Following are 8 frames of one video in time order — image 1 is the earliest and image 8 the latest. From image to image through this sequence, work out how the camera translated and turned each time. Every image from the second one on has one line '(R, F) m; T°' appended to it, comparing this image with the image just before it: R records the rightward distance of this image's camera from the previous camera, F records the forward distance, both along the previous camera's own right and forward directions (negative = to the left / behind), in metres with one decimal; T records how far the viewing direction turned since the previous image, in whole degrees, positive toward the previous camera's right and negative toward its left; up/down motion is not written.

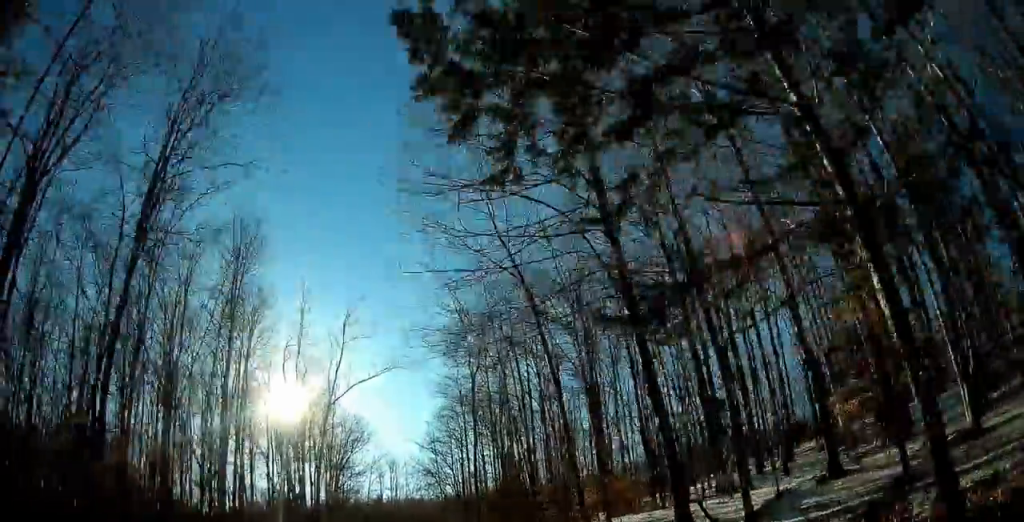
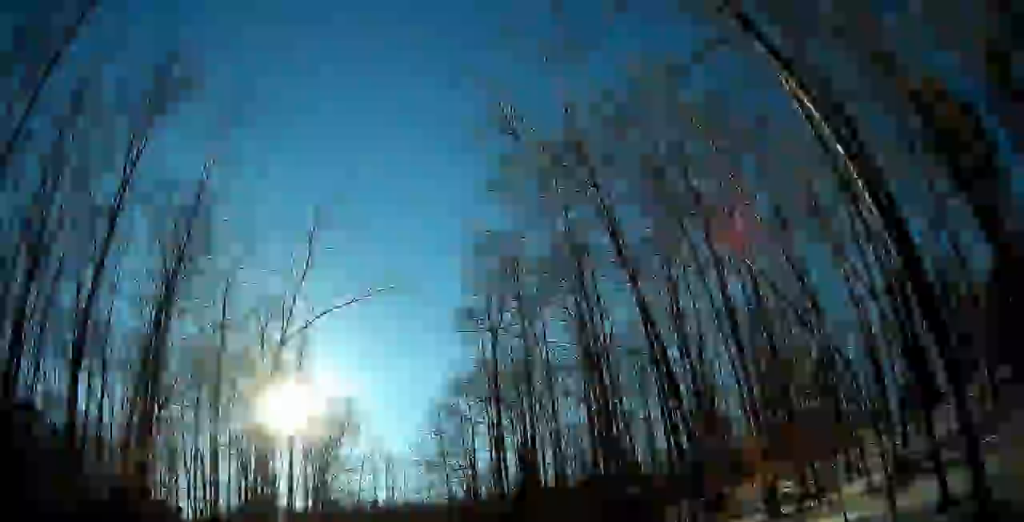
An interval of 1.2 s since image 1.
(-0.5, +13.1) m; -2°
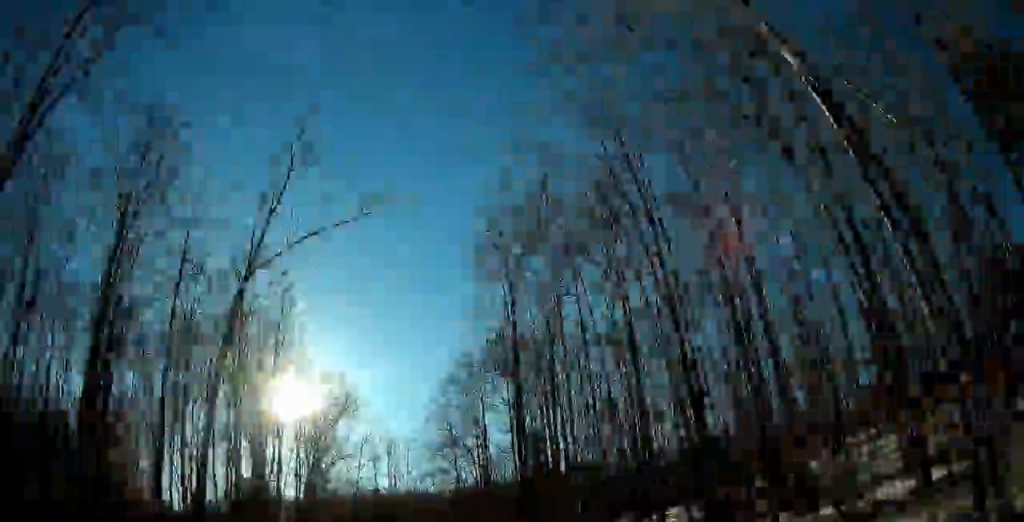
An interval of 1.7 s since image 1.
(0.0, +5.6) m; 0°
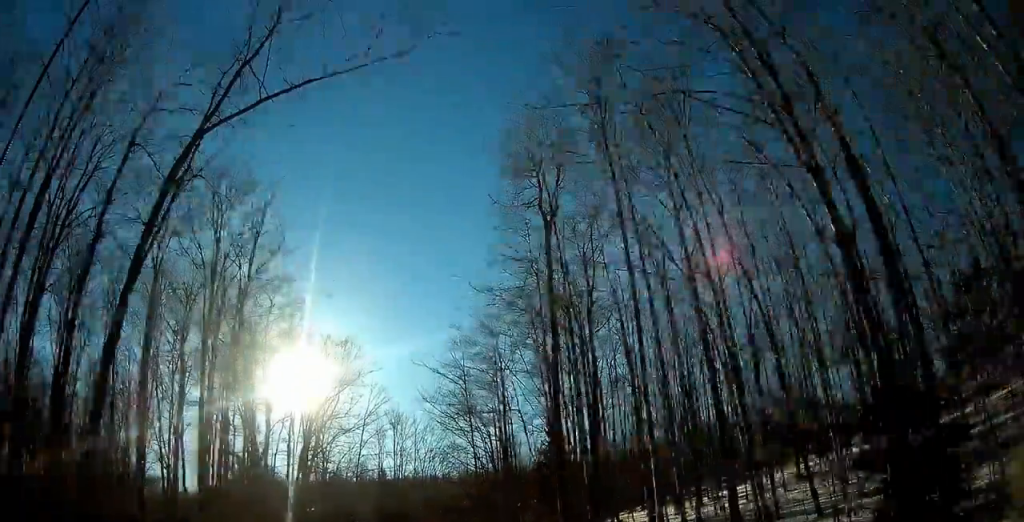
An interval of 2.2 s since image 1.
(0.0, +5.9) m; 0°
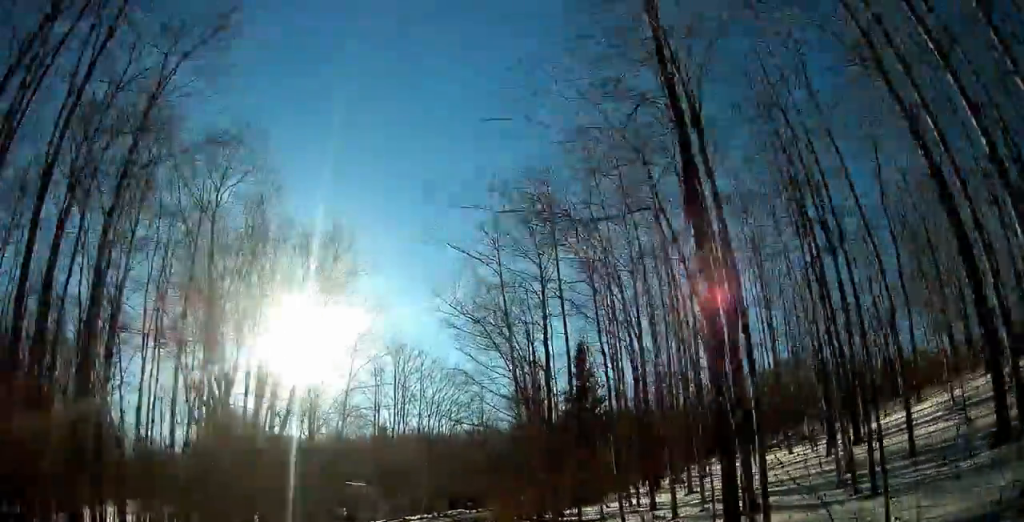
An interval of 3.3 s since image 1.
(-0.1, +11.8) m; +1°
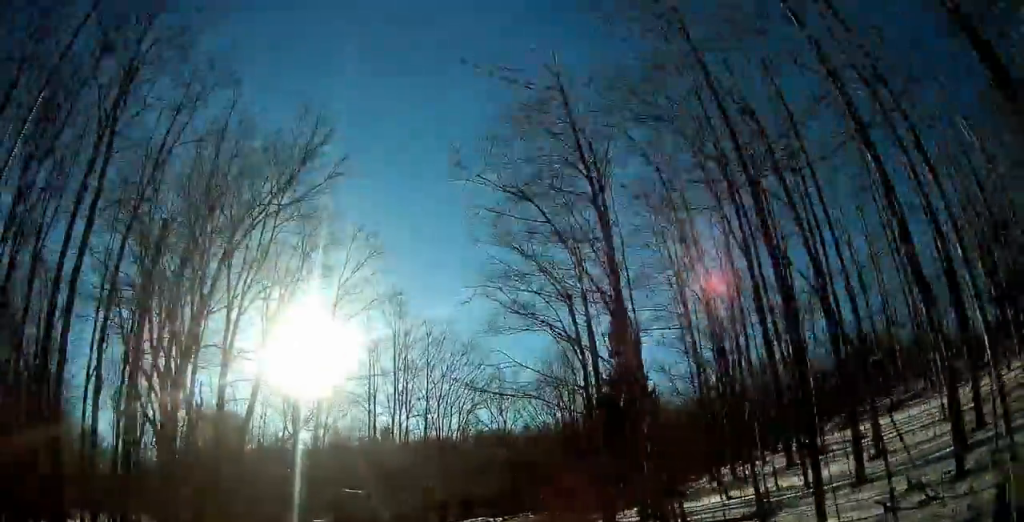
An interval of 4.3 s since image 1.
(+0.2, +10.2) m; +1°
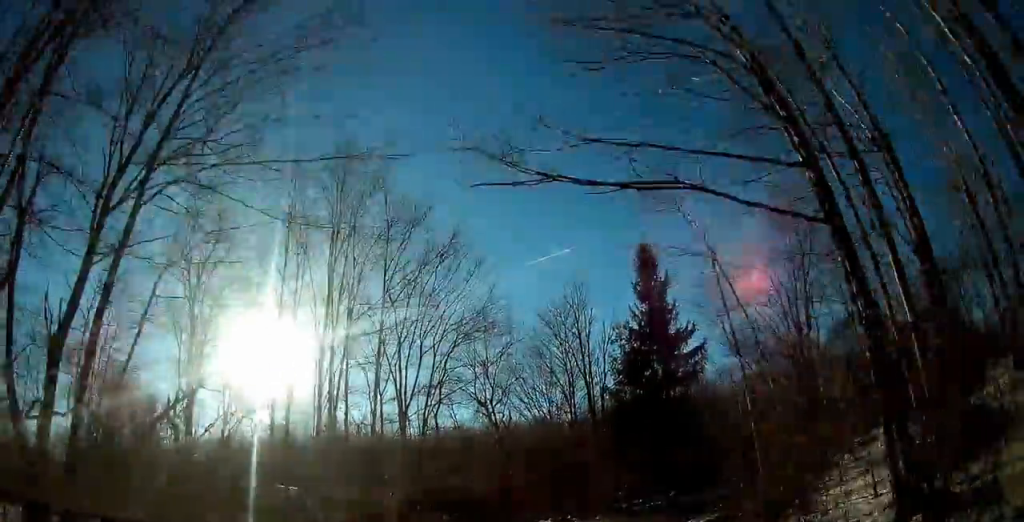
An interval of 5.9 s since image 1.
(0.0, +16.1) m; +8°
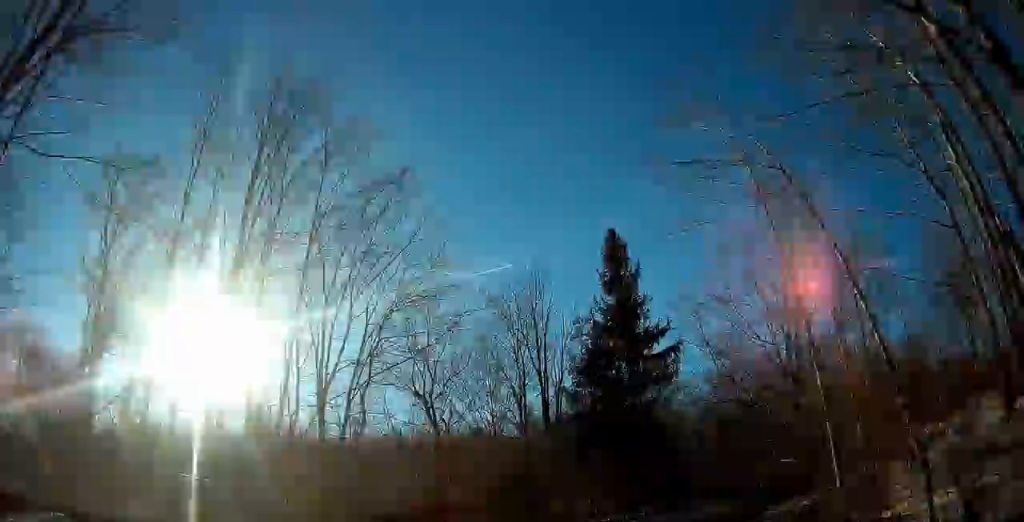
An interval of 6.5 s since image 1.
(+0.6, +5.0) m; +8°
